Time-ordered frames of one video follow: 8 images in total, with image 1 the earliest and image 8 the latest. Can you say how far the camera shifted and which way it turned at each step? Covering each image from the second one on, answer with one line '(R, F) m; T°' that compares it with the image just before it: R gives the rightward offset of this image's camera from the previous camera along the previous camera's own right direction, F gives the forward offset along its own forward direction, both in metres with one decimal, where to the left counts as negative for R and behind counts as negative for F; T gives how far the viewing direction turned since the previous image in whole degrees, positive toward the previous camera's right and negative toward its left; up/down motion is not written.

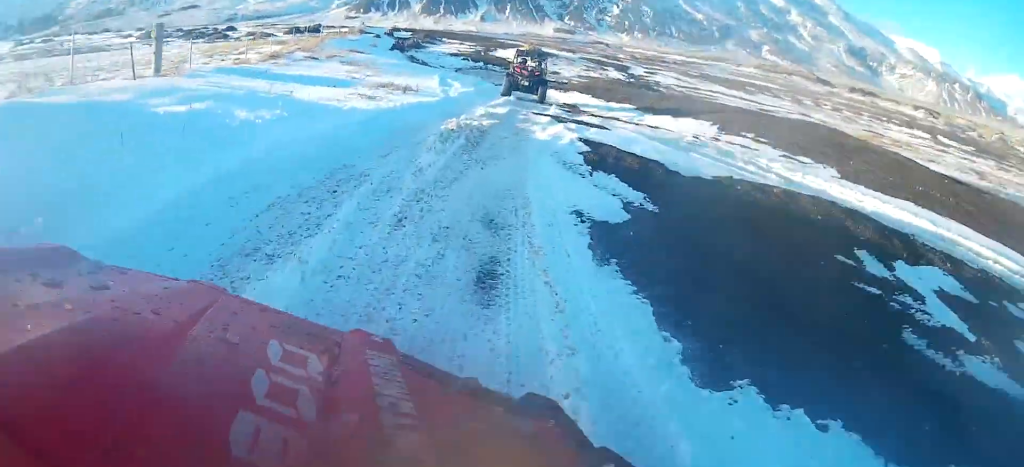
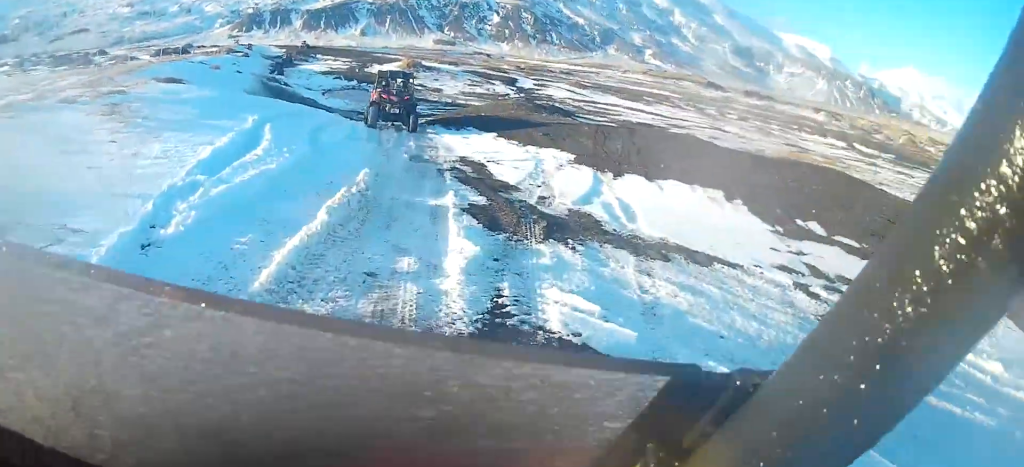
(+0.5, +10.4) m; +4°
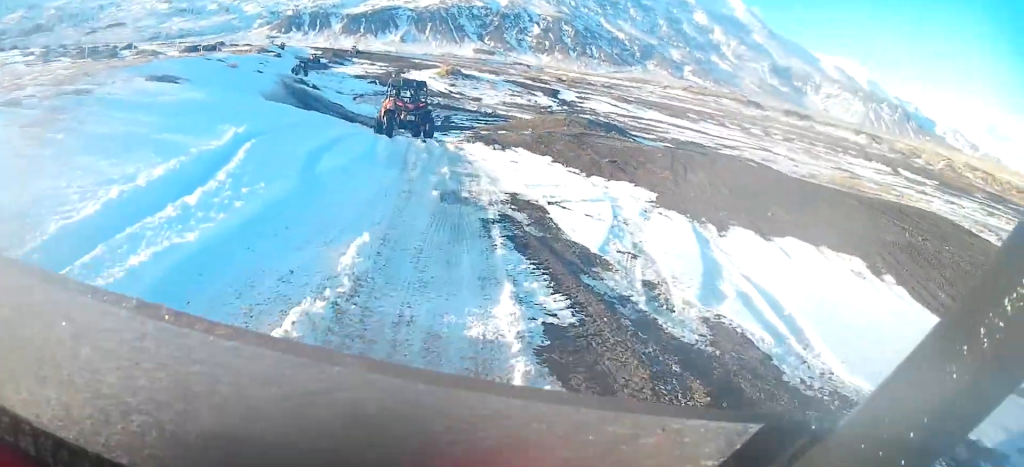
(0.0, +4.6) m; +1°
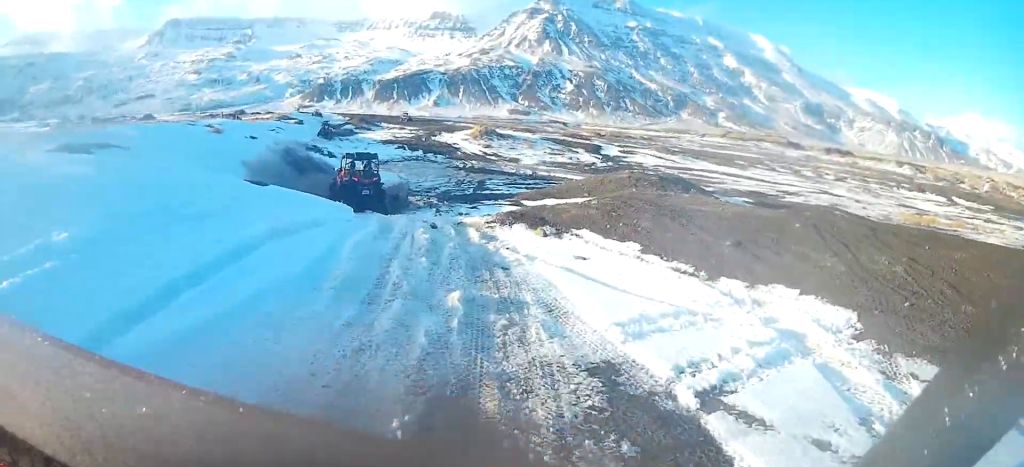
(+0.1, +7.0) m; +1°
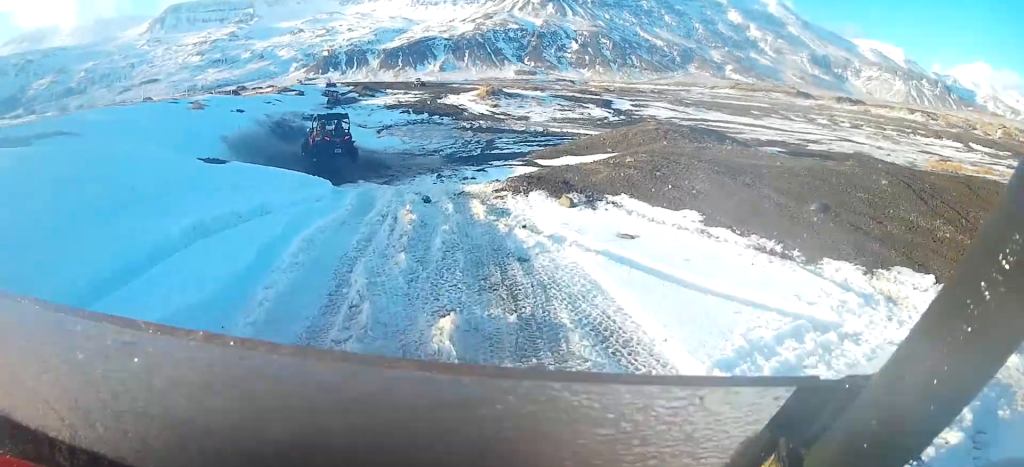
(0.0, +2.4) m; -1°
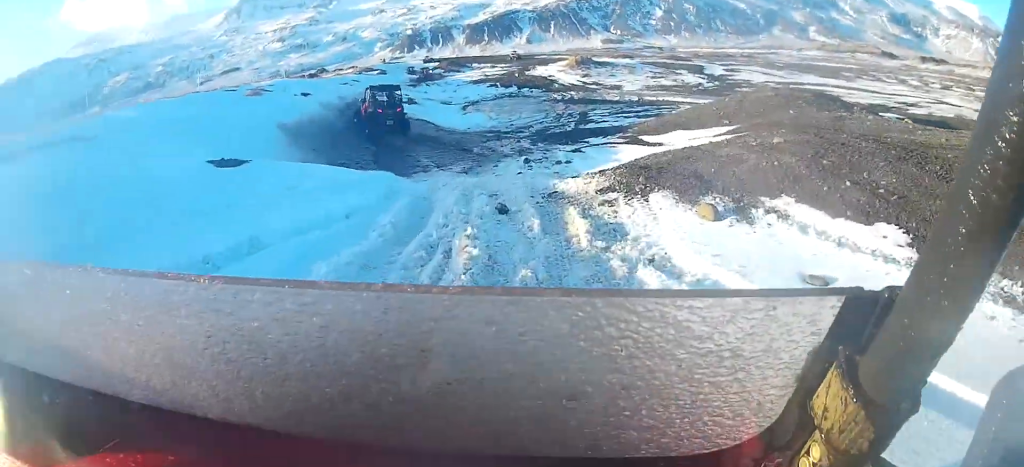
(+0.1, +2.7) m; -2°
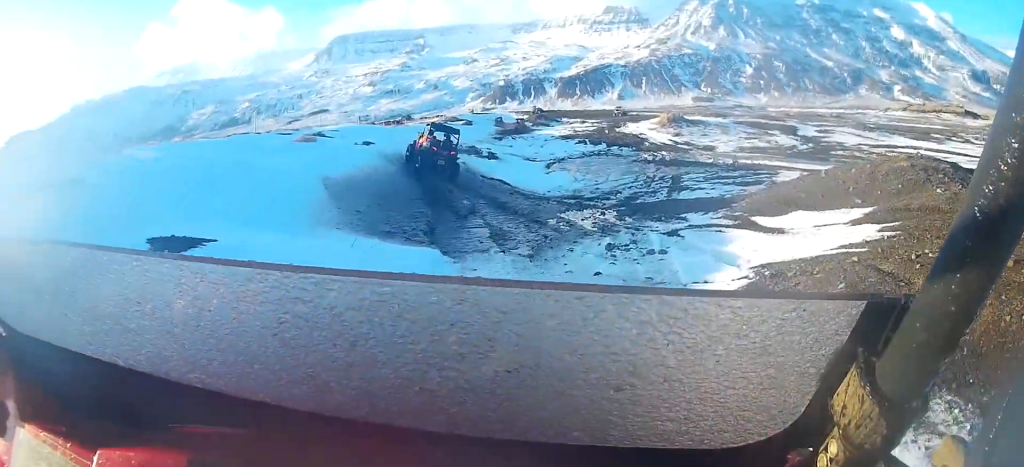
(-0.2, +3.3) m; -4°
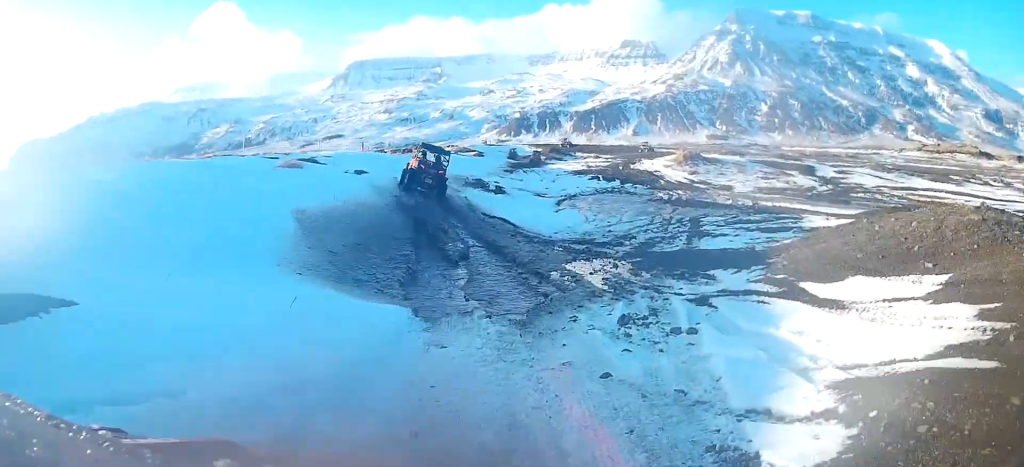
(-0.1, +2.5) m; -3°
